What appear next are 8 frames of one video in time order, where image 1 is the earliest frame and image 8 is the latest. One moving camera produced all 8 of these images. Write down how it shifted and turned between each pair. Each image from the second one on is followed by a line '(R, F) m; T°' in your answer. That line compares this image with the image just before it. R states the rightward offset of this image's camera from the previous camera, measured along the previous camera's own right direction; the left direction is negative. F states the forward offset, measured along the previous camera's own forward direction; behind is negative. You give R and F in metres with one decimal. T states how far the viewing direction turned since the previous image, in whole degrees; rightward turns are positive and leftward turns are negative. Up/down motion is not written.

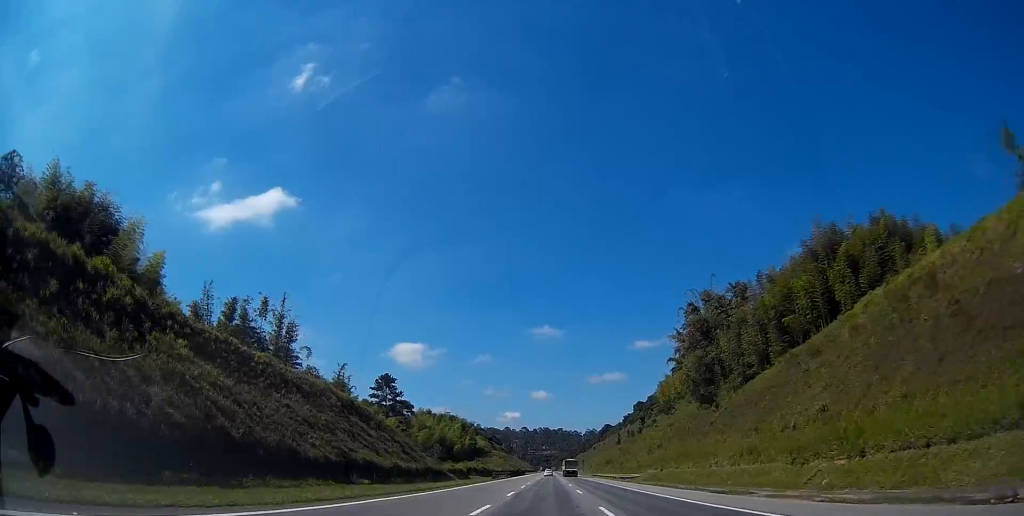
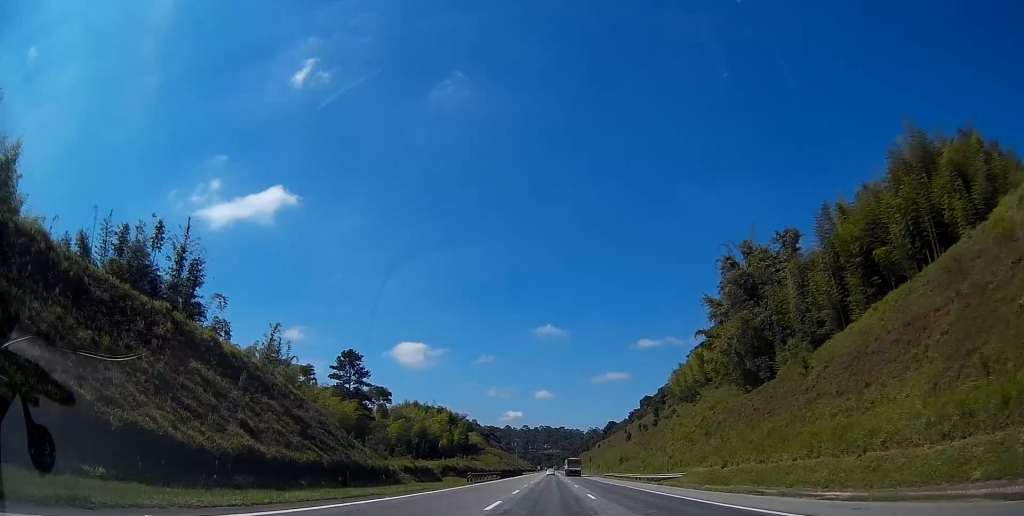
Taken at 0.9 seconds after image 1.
(-0.1, +28.0) m; -1°
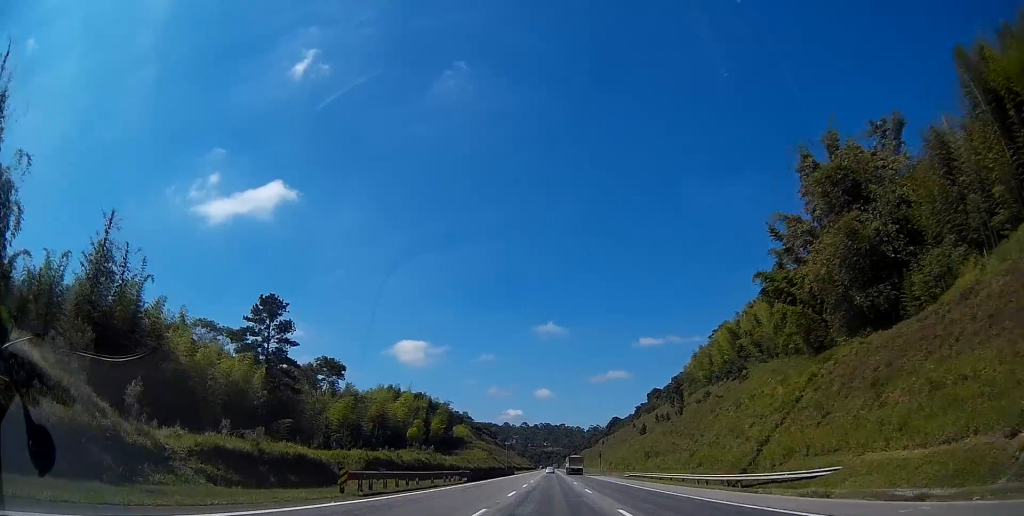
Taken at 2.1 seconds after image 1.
(-0.2, +33.6) m; 0°
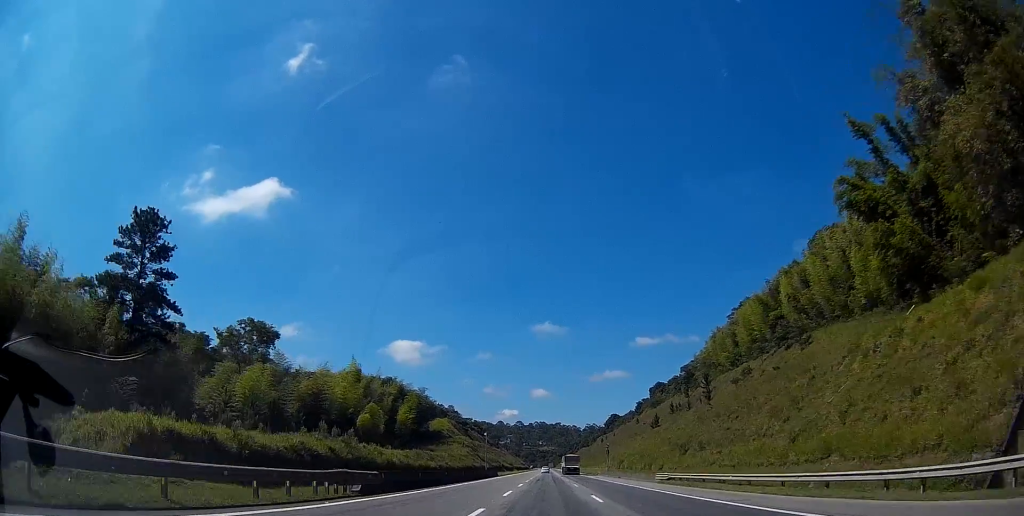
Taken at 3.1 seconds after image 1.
(0.0, +27.0) m; 0°
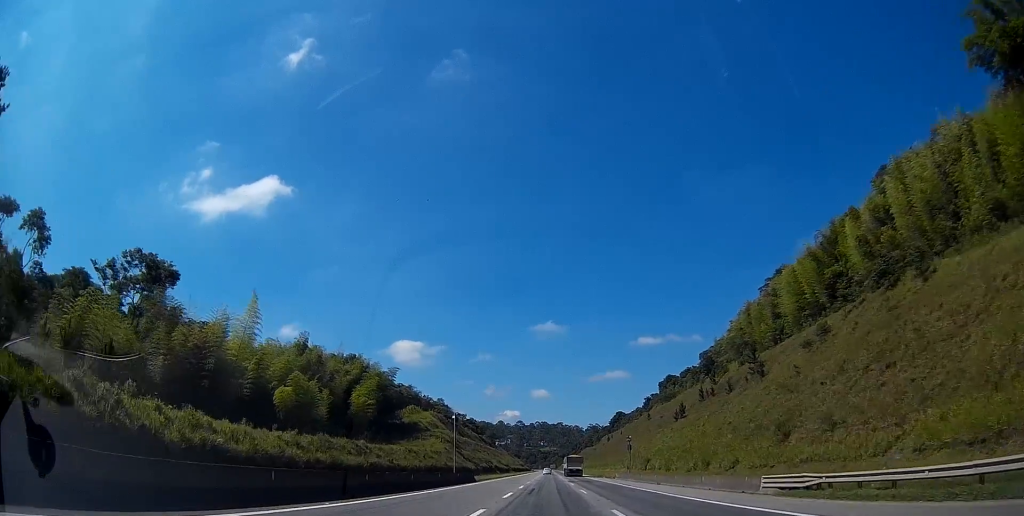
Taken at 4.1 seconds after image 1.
(+0.1, +30.0) m; 0°
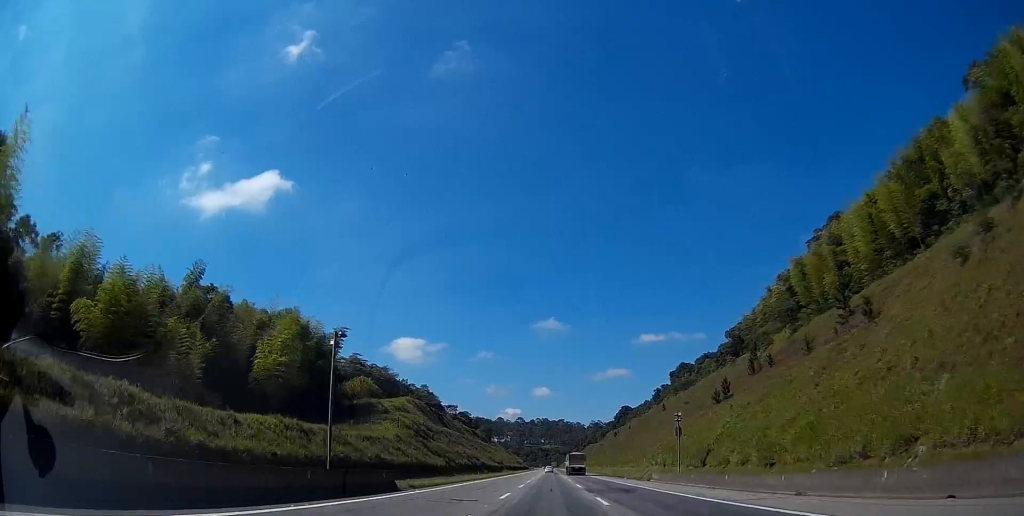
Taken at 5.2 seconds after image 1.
(-0.1, +31.8) m; 0°
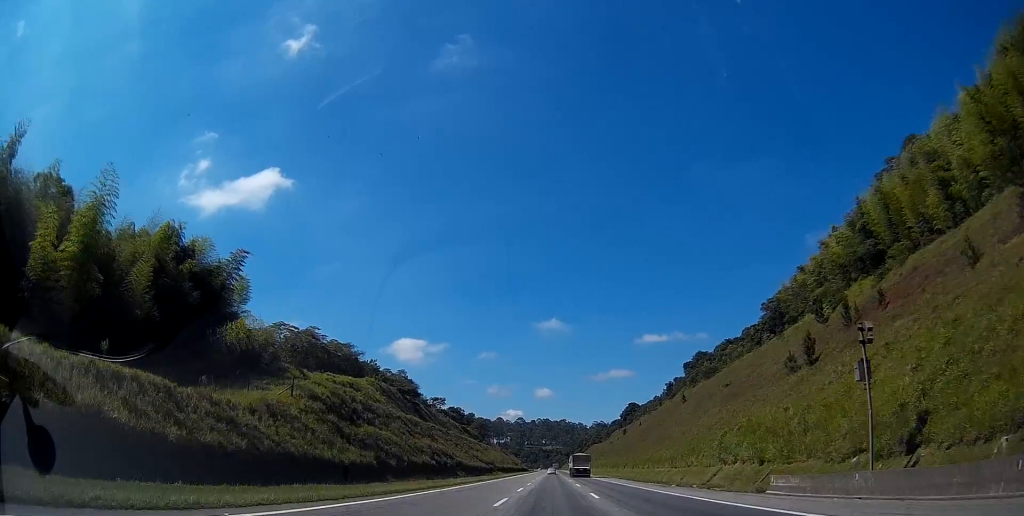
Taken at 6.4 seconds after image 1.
(0.0, +31.2) m; 0°
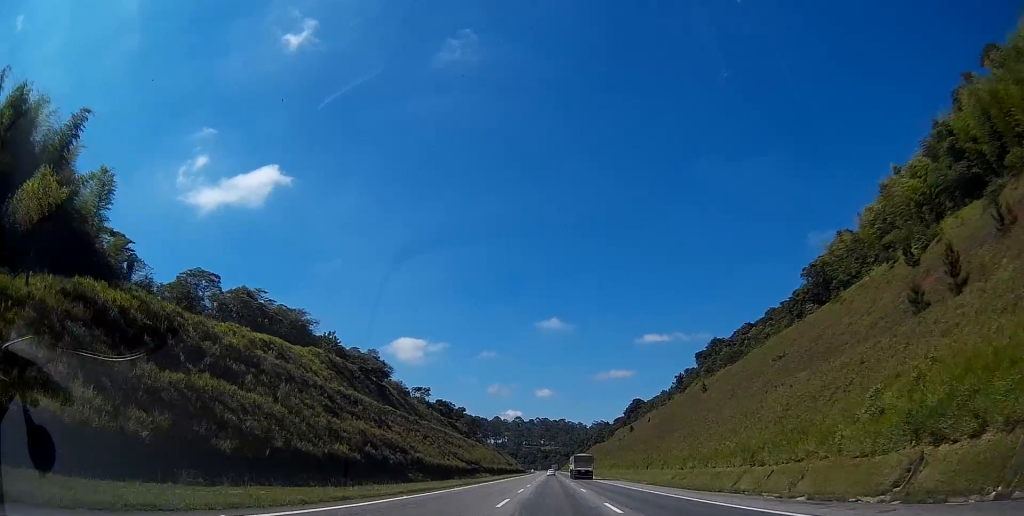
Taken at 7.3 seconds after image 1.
(0.0, +26.0) m; 0°
